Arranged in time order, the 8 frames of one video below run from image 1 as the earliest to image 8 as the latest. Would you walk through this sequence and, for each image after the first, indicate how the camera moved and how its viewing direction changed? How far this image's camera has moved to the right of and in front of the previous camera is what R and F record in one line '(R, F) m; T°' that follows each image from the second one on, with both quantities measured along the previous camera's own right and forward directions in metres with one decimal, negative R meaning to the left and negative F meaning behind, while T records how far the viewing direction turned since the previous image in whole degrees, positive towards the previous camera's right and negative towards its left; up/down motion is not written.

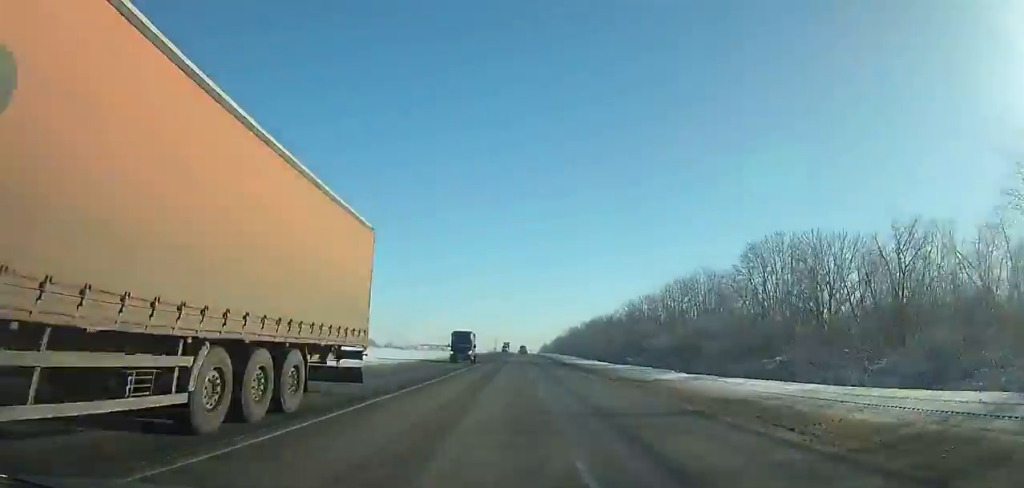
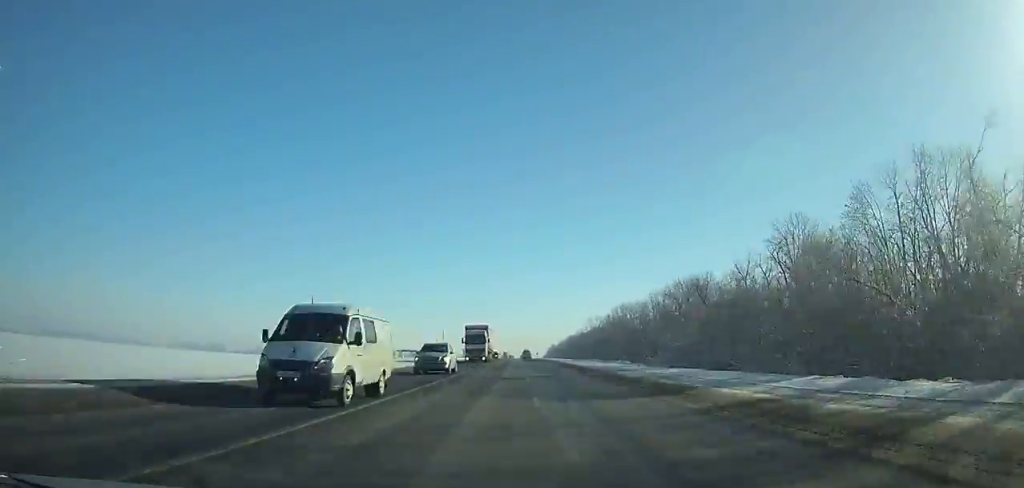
(-0.2, +109.4) m; 0°
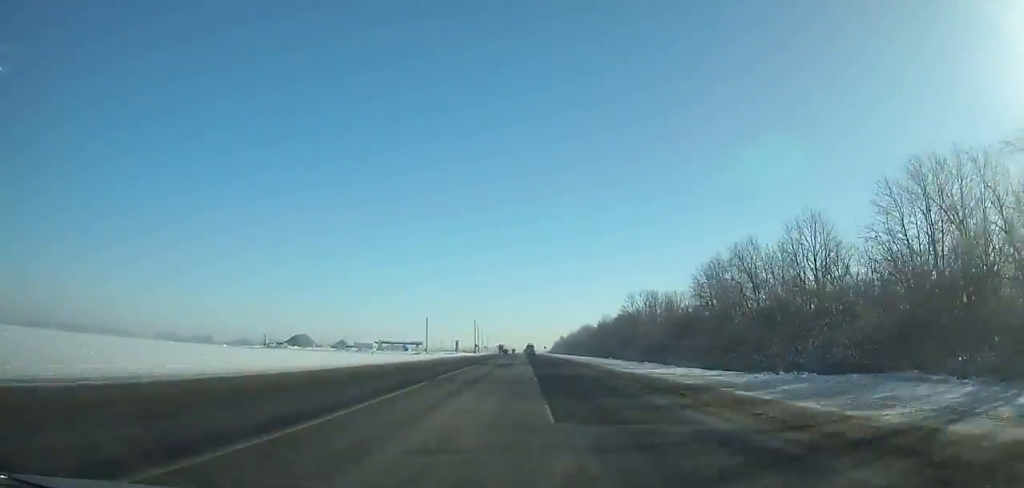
(0.0, +74.6) m; 0°
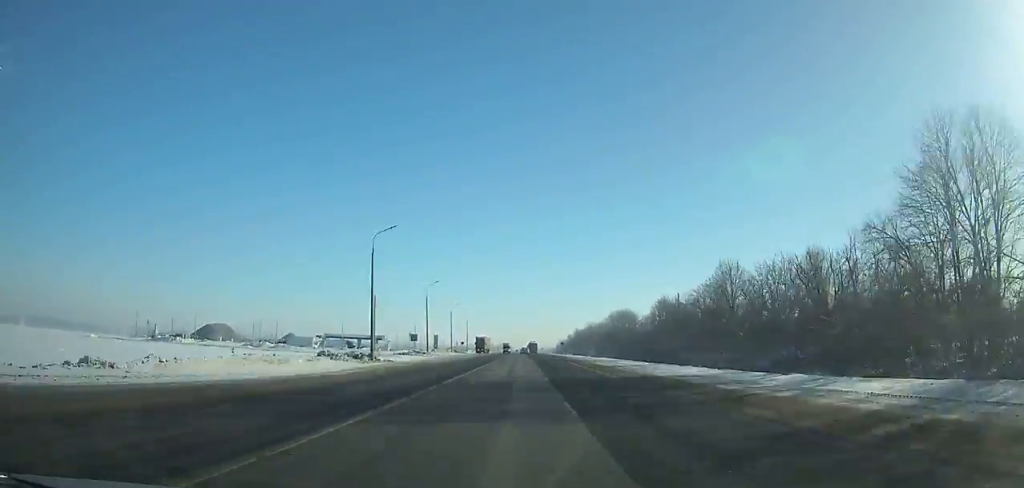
(+0.1, +108.7) m; 0°
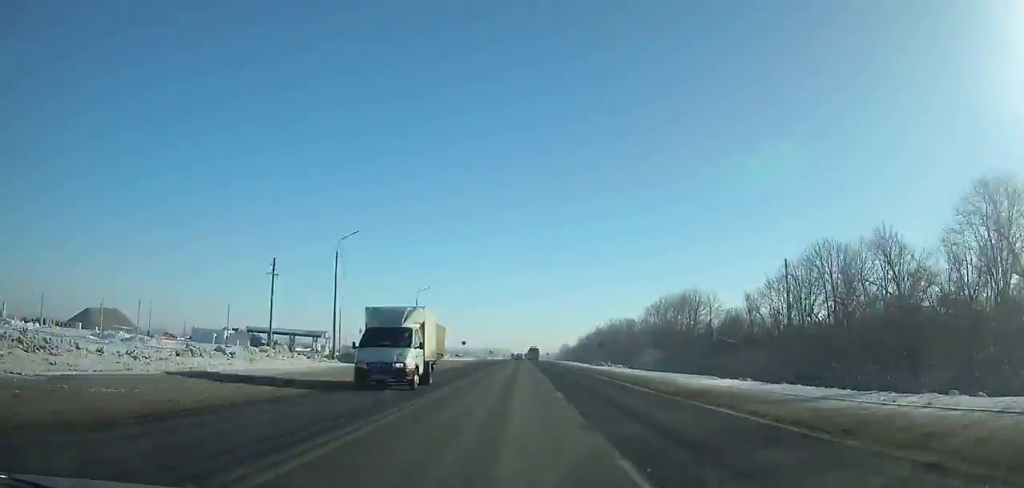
(-0.1, +81.0) m; 0°
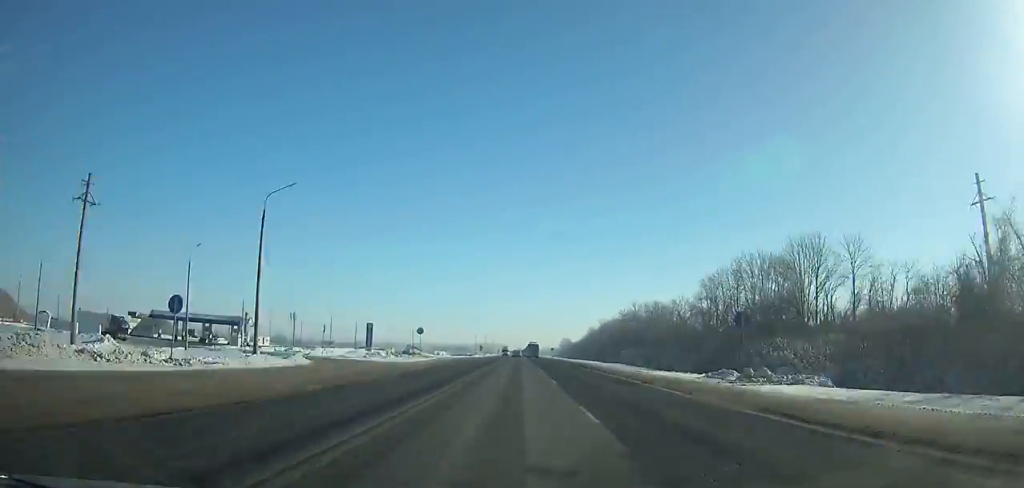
(0.0, +53.0) m; 0°
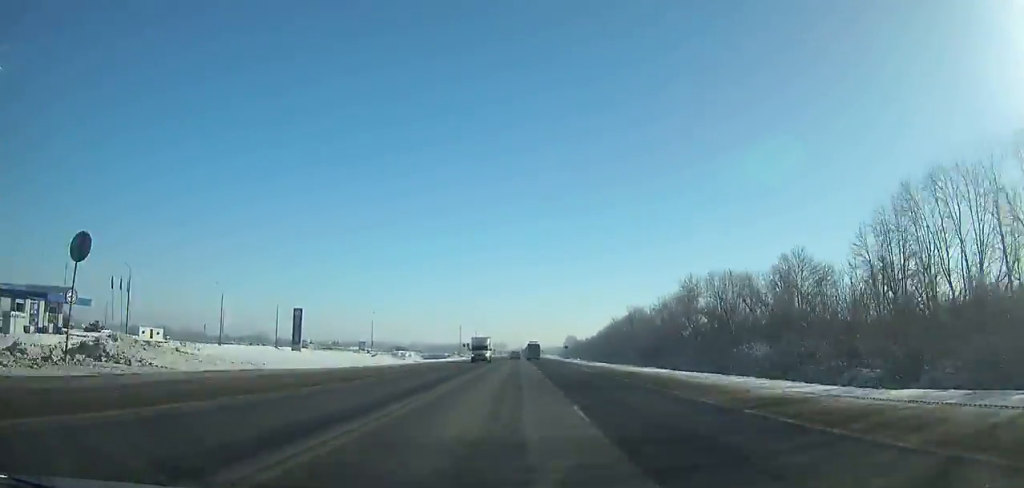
(+0.1, +59.2) m; 0°
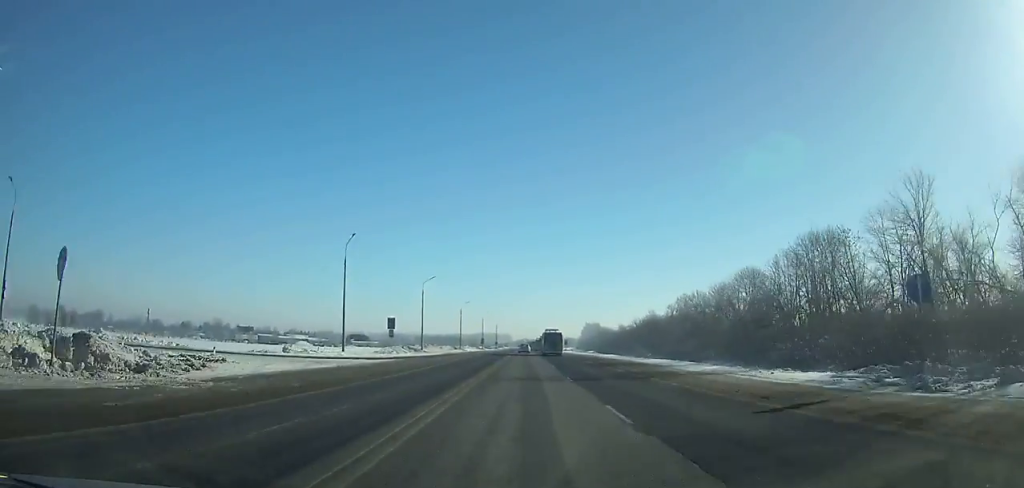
(-0.3, +115.6) m; 0°
